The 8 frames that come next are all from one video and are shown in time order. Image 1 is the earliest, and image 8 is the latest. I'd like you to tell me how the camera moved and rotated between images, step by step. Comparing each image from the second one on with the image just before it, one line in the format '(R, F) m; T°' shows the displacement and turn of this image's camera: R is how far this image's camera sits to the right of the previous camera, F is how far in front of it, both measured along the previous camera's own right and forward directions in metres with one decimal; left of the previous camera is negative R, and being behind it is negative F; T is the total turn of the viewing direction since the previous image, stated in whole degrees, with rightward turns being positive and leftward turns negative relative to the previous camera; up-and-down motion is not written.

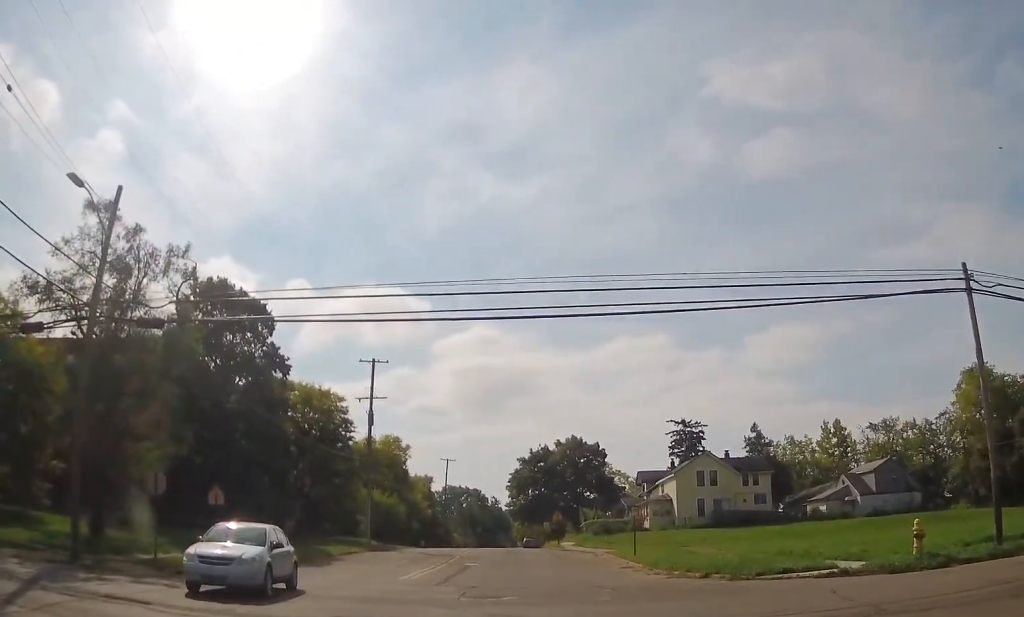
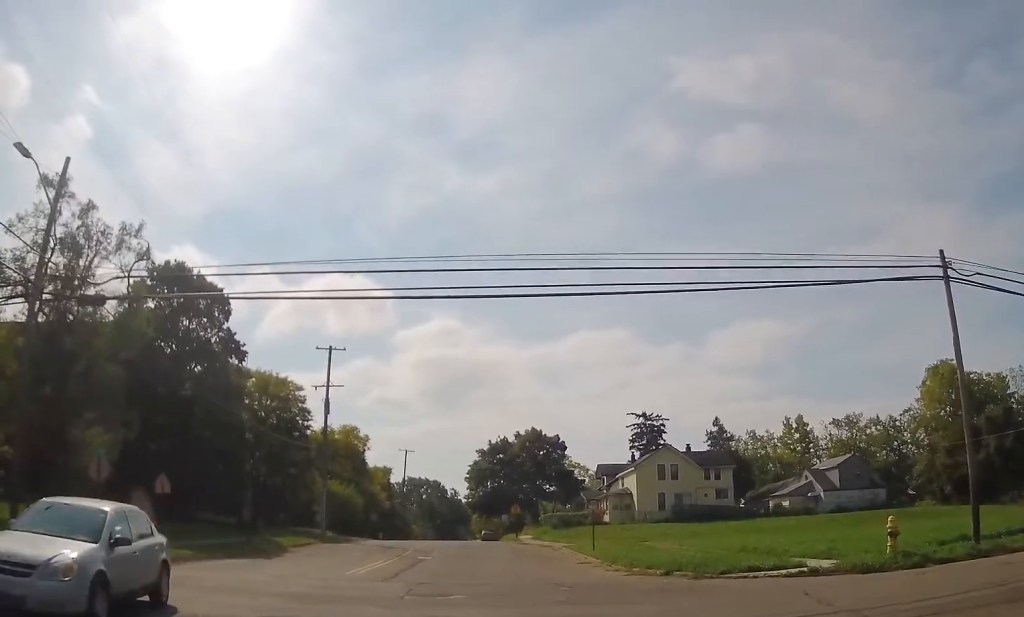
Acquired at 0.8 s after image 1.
(0.0, +1.8) m; +12°
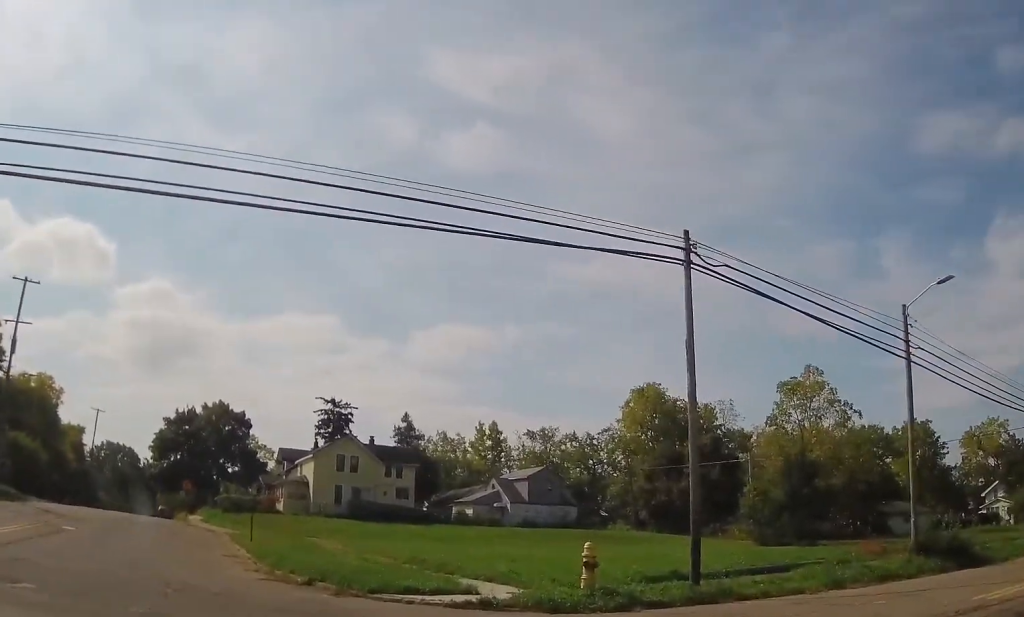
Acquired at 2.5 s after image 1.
(+1.1, +3.3) m; +35°
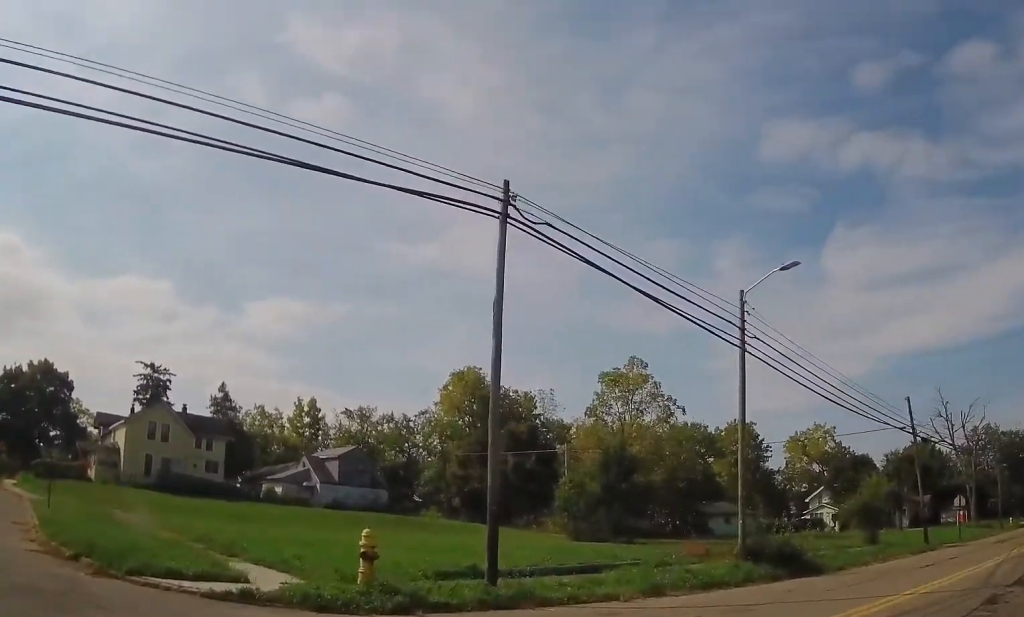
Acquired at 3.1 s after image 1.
(-0.1, +1.5) m; +13°
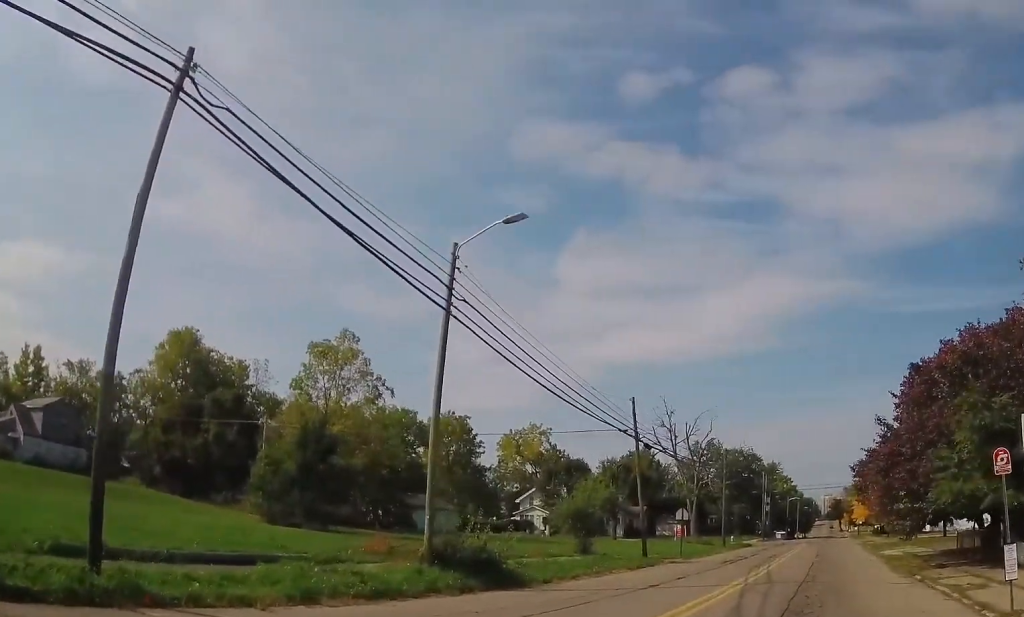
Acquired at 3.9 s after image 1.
(+0.7, +3.1) m; +14°
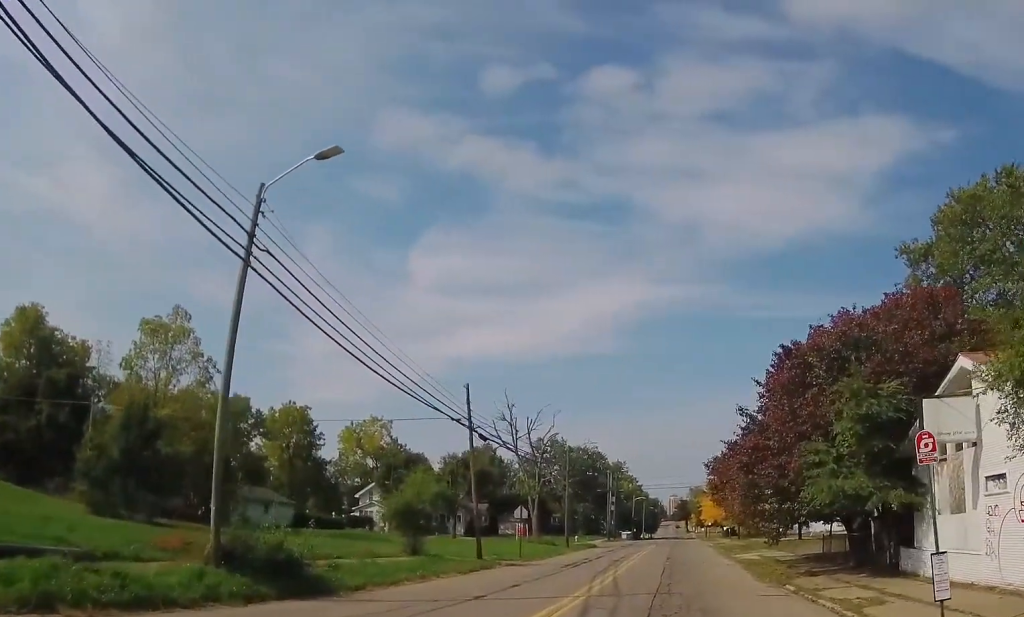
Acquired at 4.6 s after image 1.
(+0.2, +3.0) m; +7°
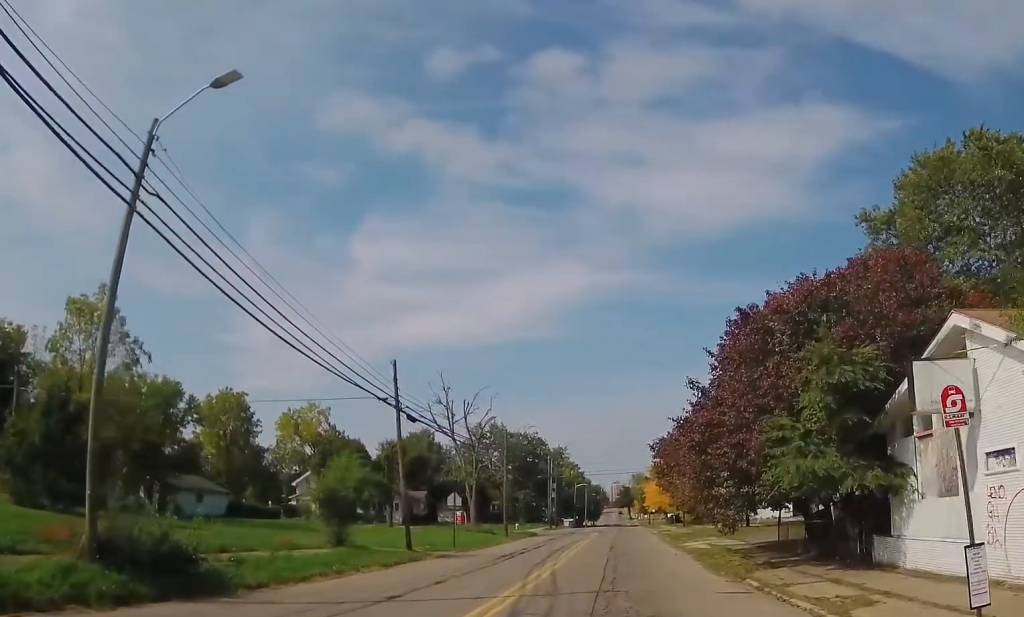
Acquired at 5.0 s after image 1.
(-0.1, +2.3) m; +4°
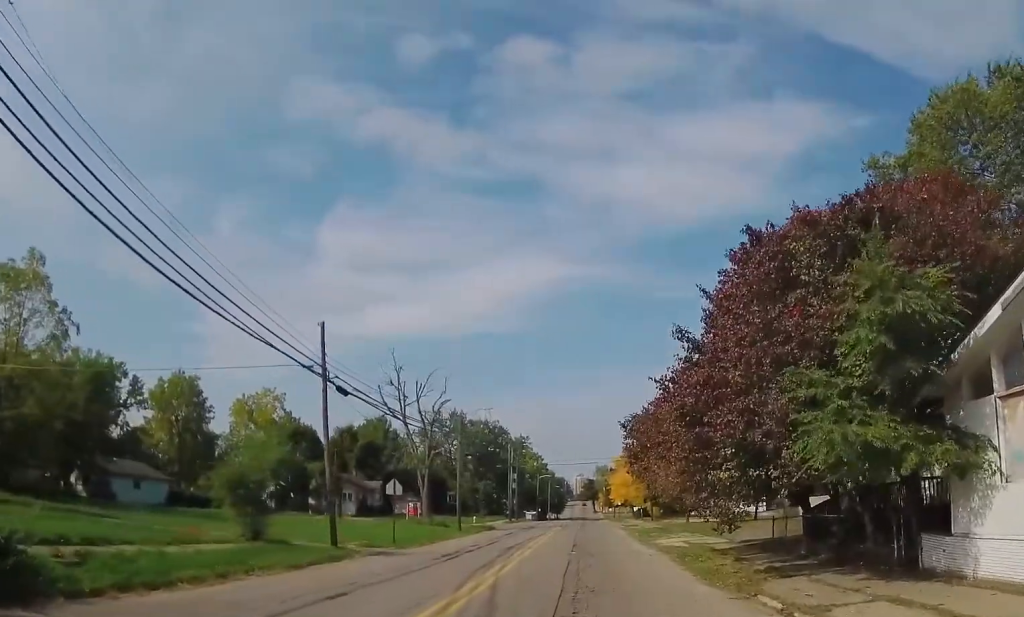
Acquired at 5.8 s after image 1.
(+0.4, +5.0) m; +7°
